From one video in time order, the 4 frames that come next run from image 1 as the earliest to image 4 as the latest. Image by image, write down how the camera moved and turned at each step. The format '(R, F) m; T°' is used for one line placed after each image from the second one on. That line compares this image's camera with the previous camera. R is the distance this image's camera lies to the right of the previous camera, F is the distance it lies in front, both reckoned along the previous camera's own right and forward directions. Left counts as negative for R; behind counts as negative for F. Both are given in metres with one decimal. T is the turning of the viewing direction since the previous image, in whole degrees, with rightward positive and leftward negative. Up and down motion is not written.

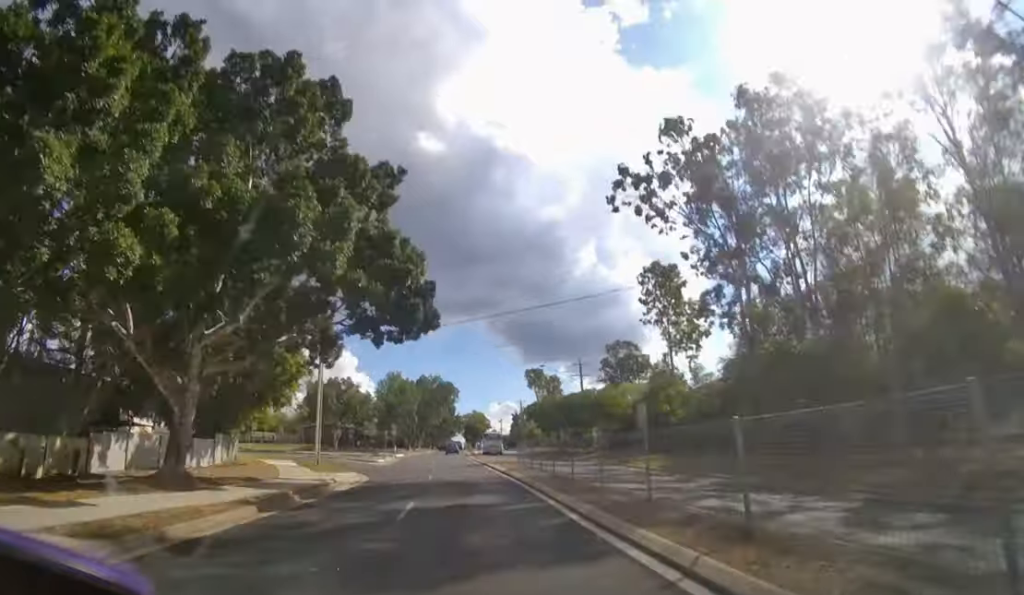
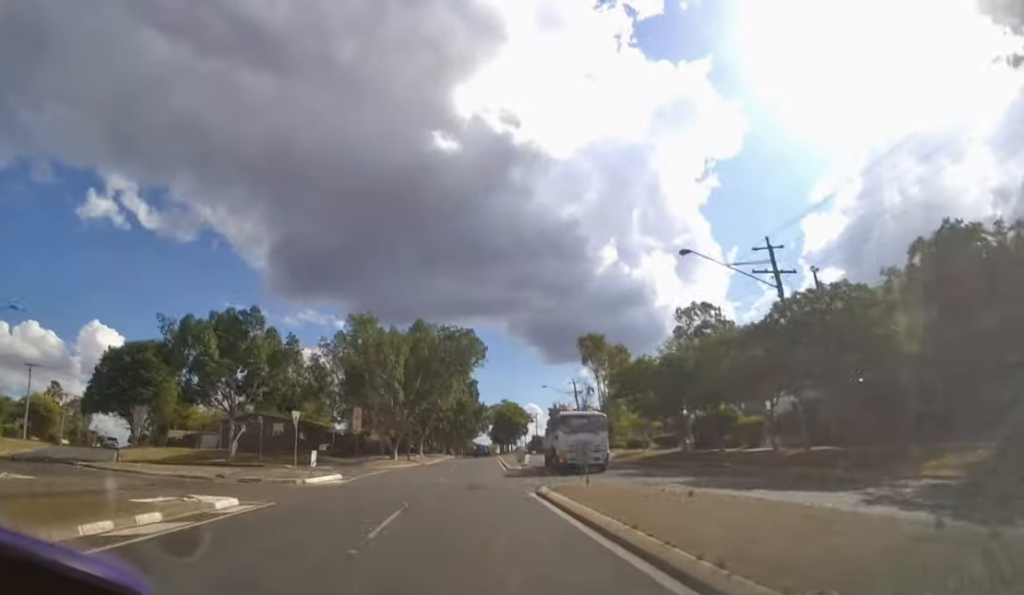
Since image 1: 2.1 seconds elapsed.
(-0.6, +34.6) m; -1°
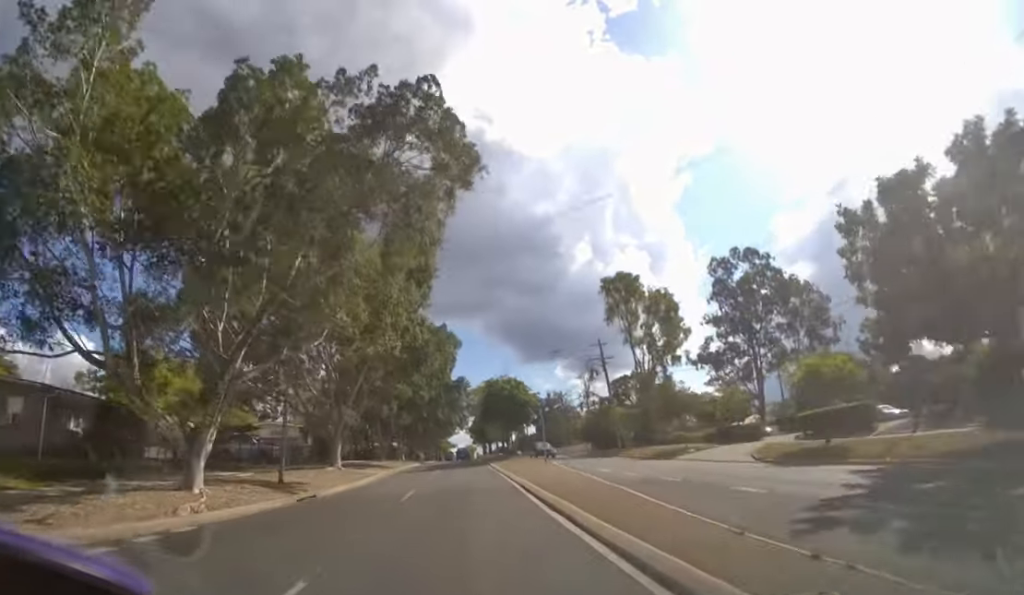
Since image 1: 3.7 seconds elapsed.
(+0.3, +24.4) m; +2°
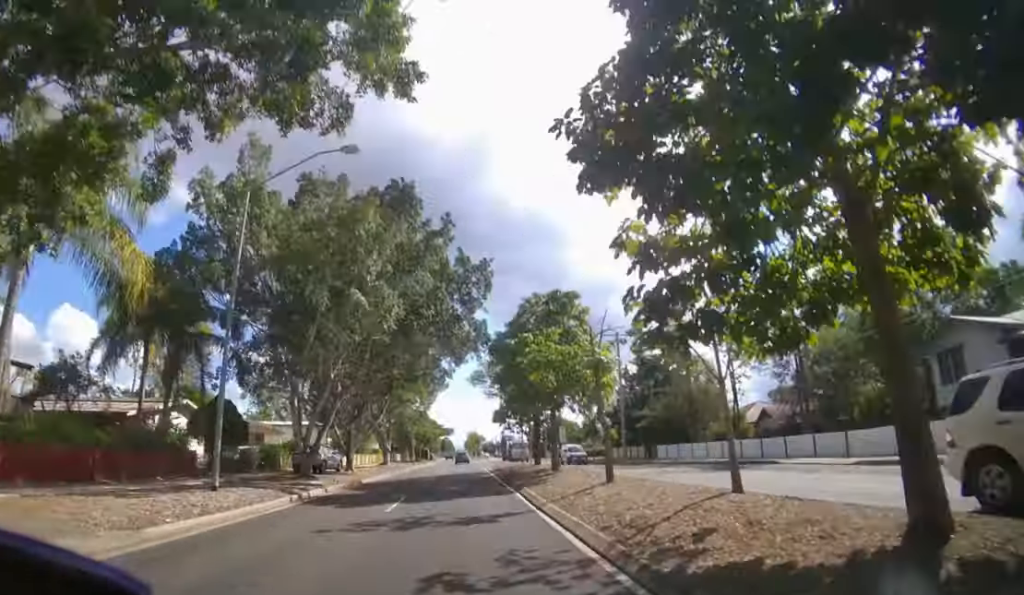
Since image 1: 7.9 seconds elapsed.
(-0.1, +74.0) m; 0°
